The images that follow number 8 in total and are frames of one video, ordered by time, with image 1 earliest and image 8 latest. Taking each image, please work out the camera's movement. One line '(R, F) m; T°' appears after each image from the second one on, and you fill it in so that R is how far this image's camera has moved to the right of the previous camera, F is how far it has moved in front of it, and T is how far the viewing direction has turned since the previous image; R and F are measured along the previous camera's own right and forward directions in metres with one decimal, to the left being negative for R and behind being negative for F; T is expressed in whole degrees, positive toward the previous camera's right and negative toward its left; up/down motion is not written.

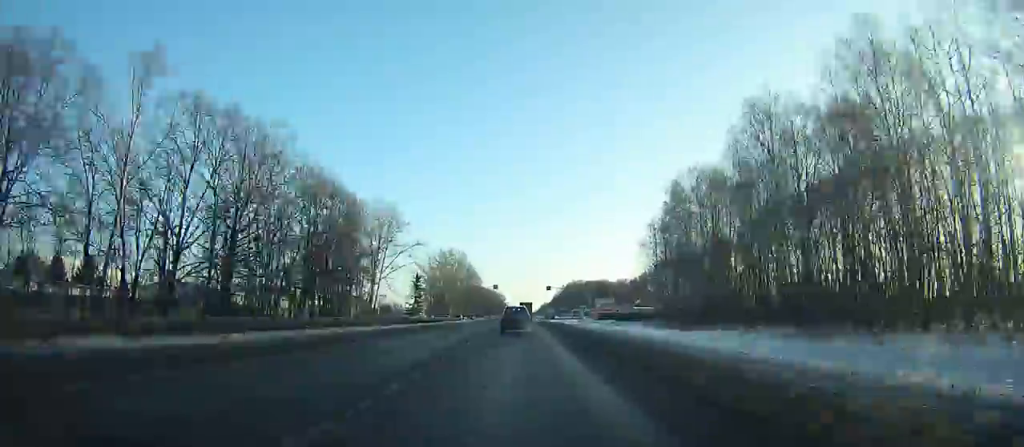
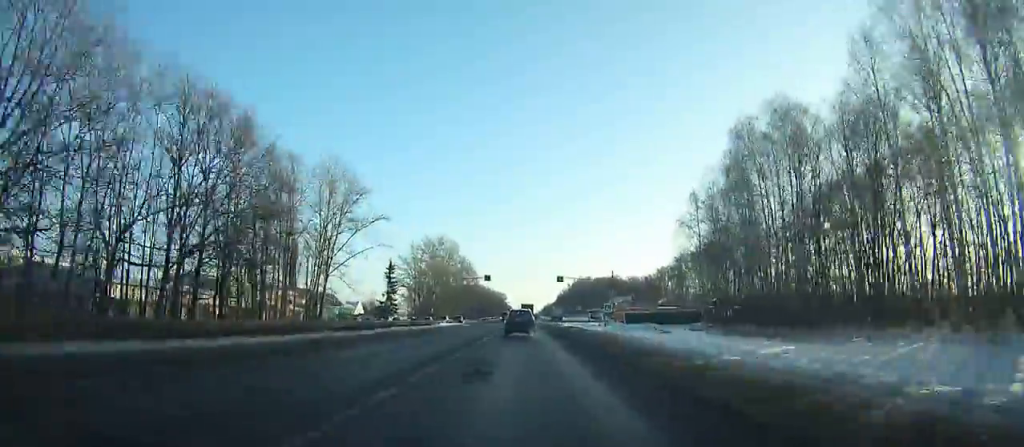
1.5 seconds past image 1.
(+0.1, +30.1) m; 0°
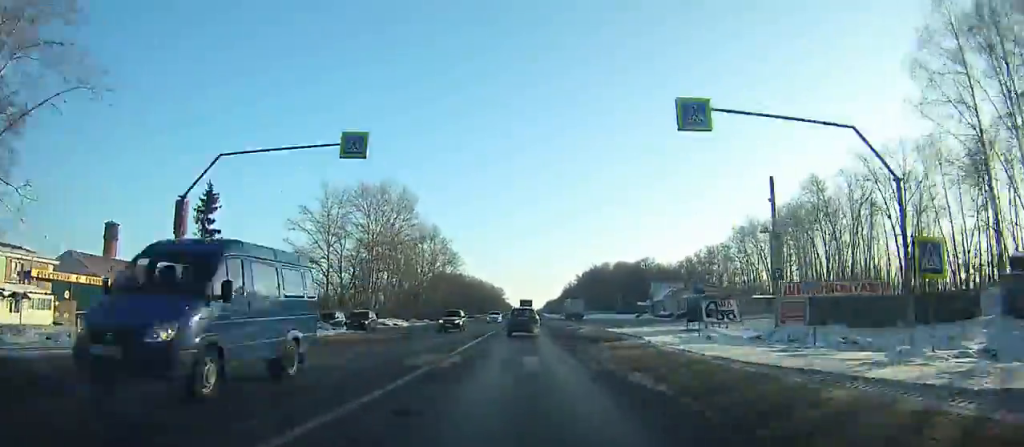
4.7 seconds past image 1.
(+0.2, +63.9) m; 0°
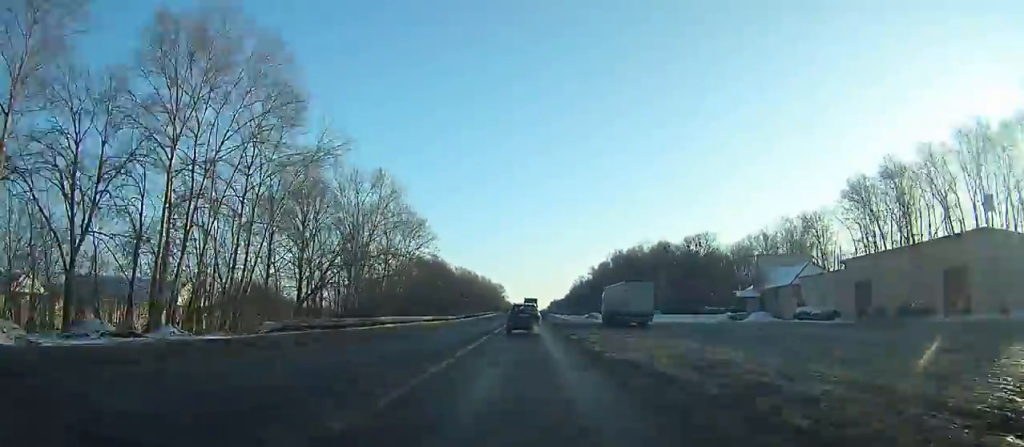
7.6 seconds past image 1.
(-0.1, +57.5) m; 0°
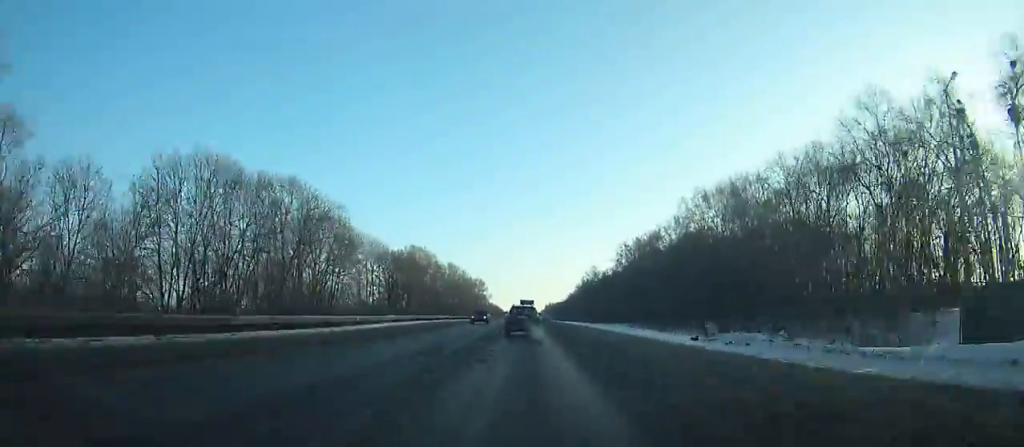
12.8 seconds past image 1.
(-0.1, +102.9) m; 0°
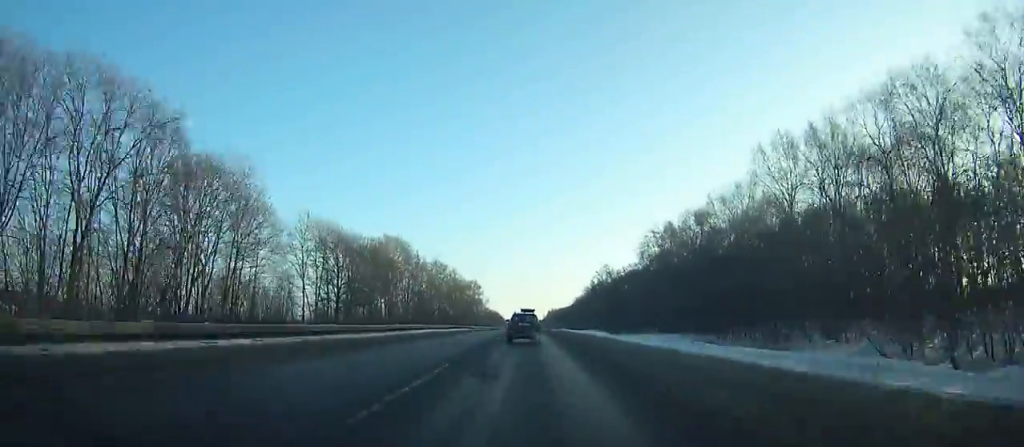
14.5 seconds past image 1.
(+0.1, +34.0) m; 0°
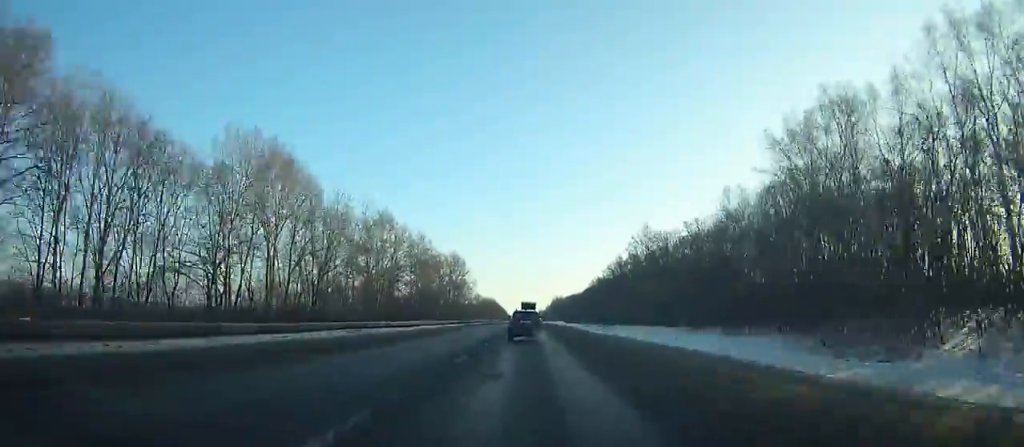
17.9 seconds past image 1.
(+0.1, +68.7) m; 0°
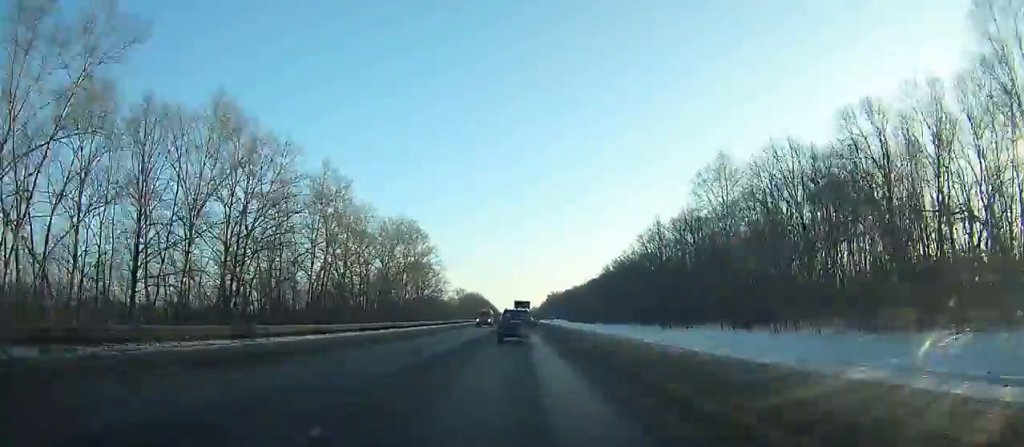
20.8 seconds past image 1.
(+0.1, +59.3) m; 0°
